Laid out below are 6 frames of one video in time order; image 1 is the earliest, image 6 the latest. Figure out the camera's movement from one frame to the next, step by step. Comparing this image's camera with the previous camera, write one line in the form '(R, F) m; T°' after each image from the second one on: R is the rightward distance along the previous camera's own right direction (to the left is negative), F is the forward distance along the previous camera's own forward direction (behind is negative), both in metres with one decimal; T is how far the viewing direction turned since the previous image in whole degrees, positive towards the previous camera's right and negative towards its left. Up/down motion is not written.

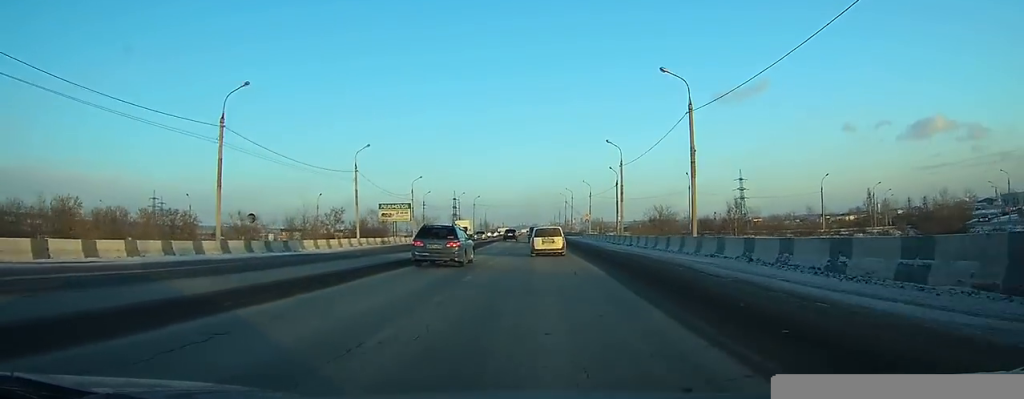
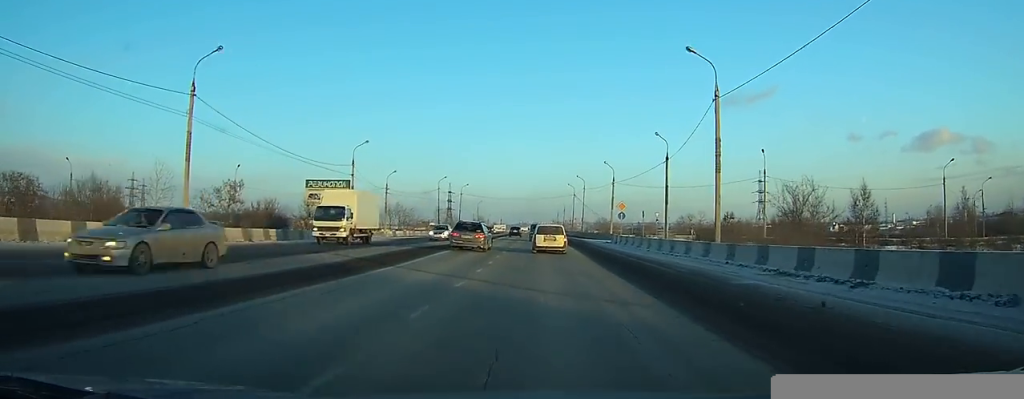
(+0.1, +29.9) m; 0°
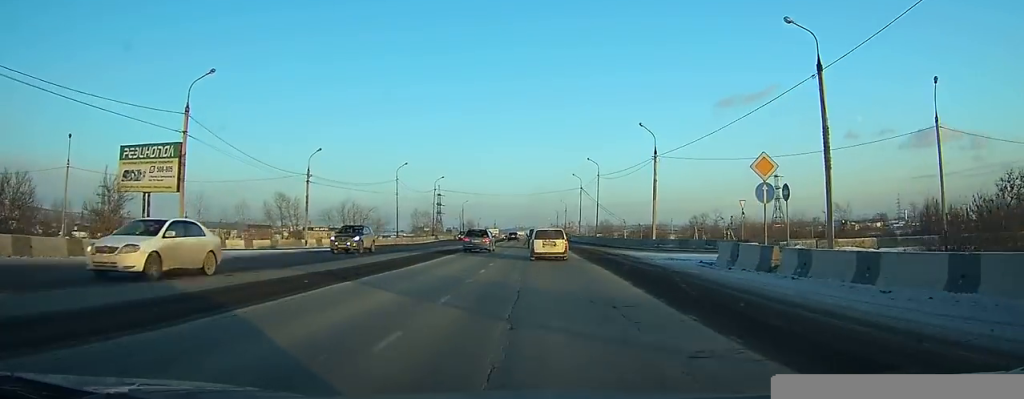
(+0.1, +24.5) m; 0°
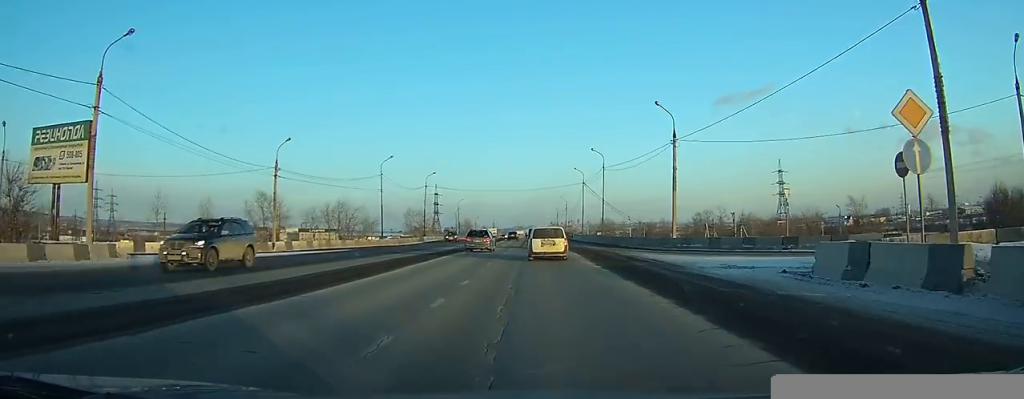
(0.0, +6.1) m; 0°
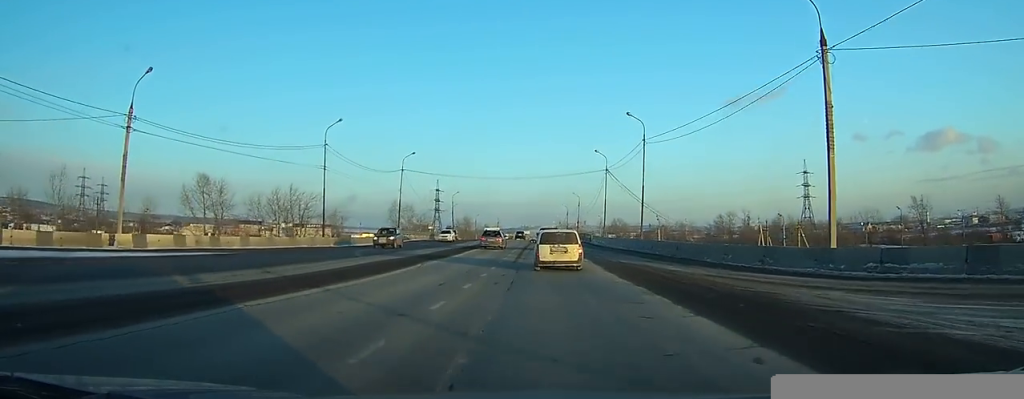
(0.0, +20.8) m; 0°
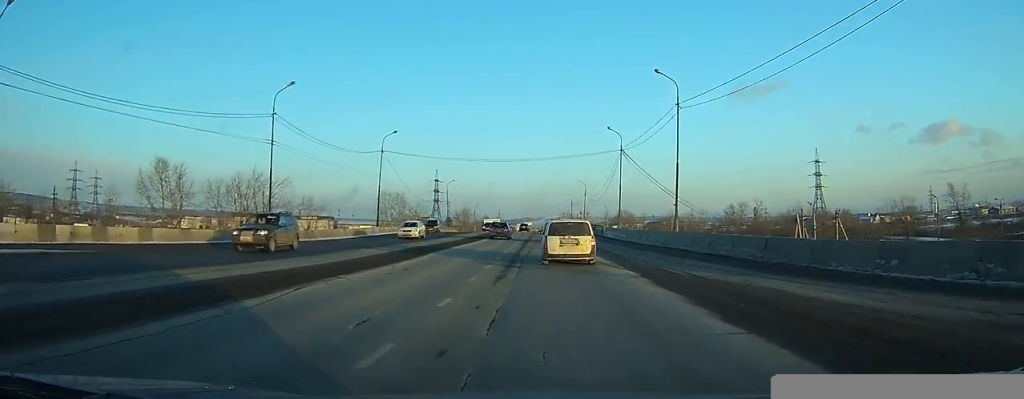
(0.0, +12.0) m; 0°
